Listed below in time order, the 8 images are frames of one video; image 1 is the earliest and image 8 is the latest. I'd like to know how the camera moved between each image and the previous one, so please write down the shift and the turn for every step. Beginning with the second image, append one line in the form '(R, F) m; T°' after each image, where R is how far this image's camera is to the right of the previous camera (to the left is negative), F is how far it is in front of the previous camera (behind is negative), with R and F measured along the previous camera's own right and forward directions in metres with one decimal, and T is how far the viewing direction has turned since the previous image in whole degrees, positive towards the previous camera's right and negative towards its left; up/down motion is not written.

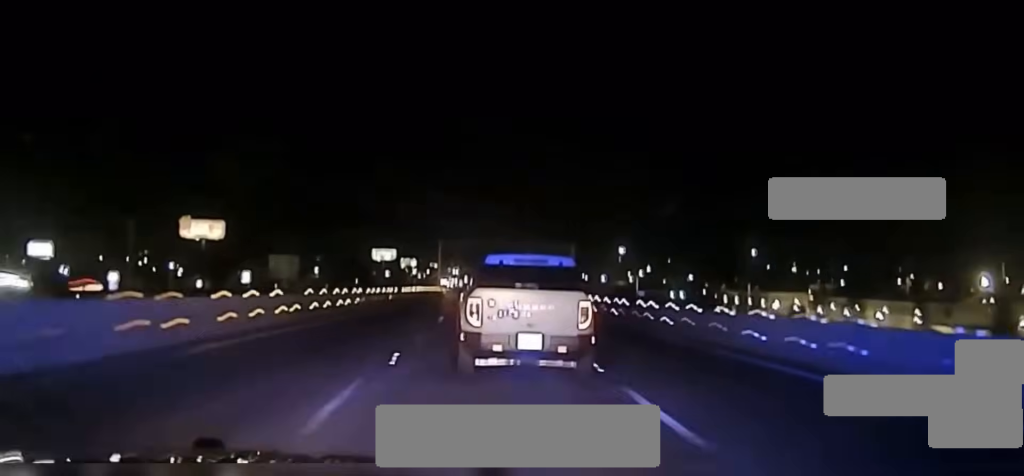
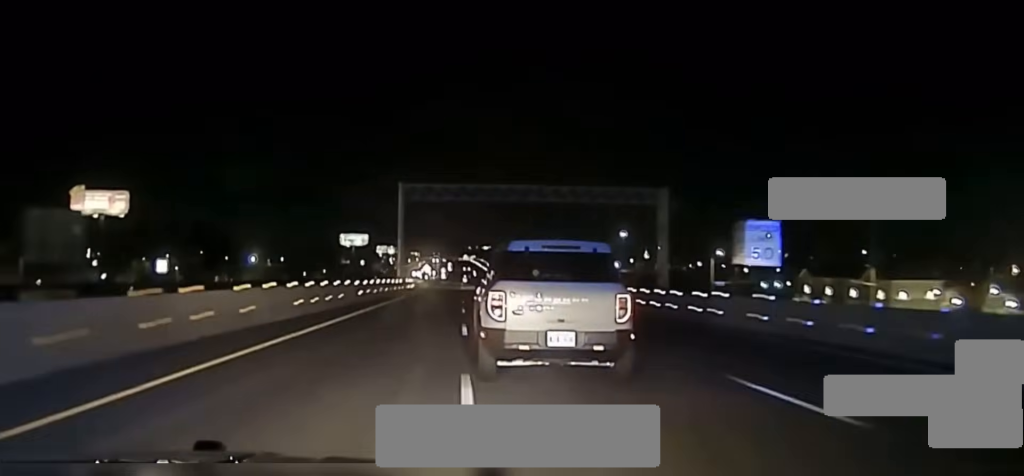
(+1.1, +72.0) m; +1°
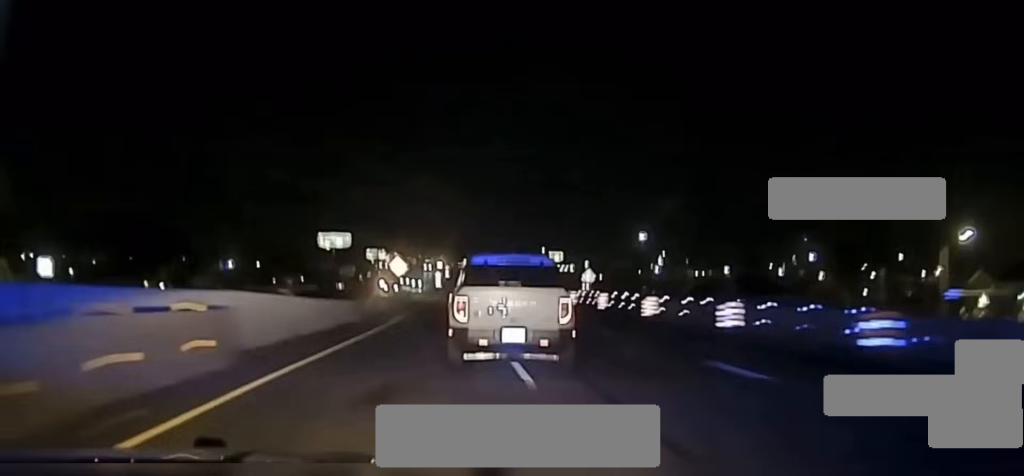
(-0.6, +70.0) m; 0°
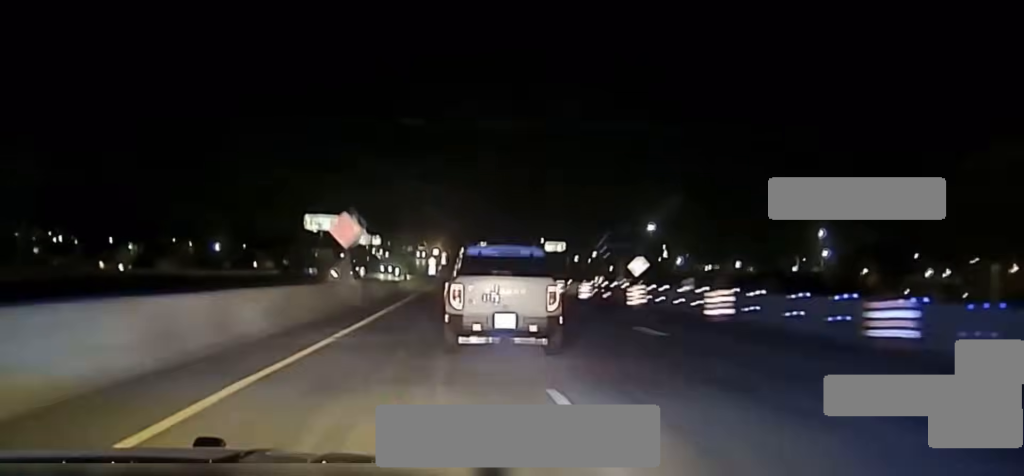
(-0.1, +28.5) m; 0°
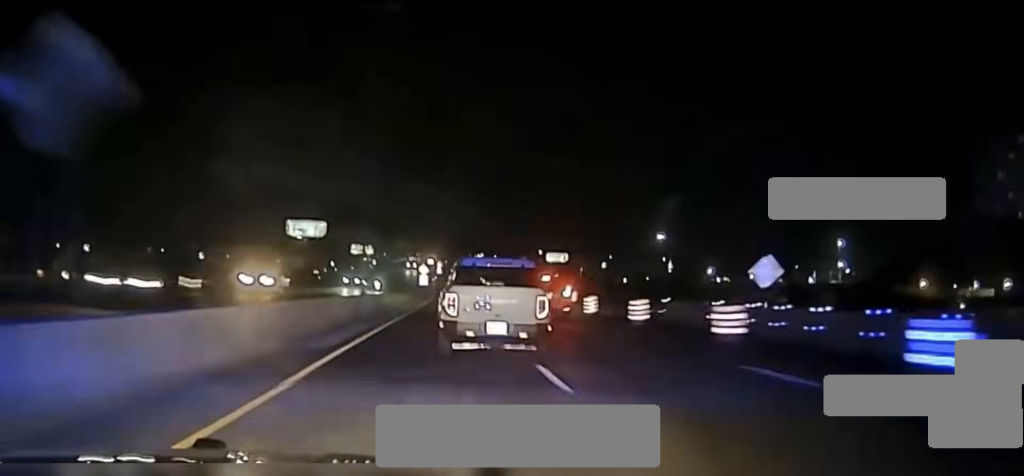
(+0.2, +32.1) m; 0°
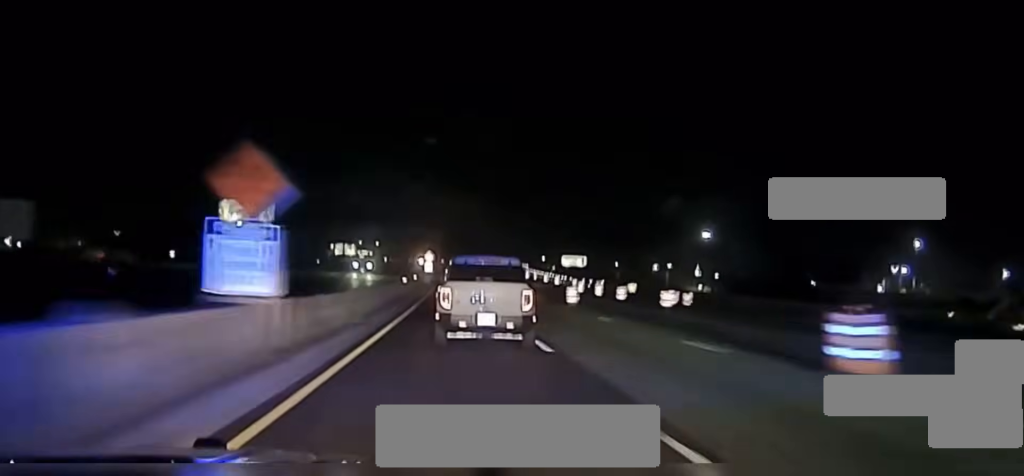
(+0.3, +91.9) m; 0°
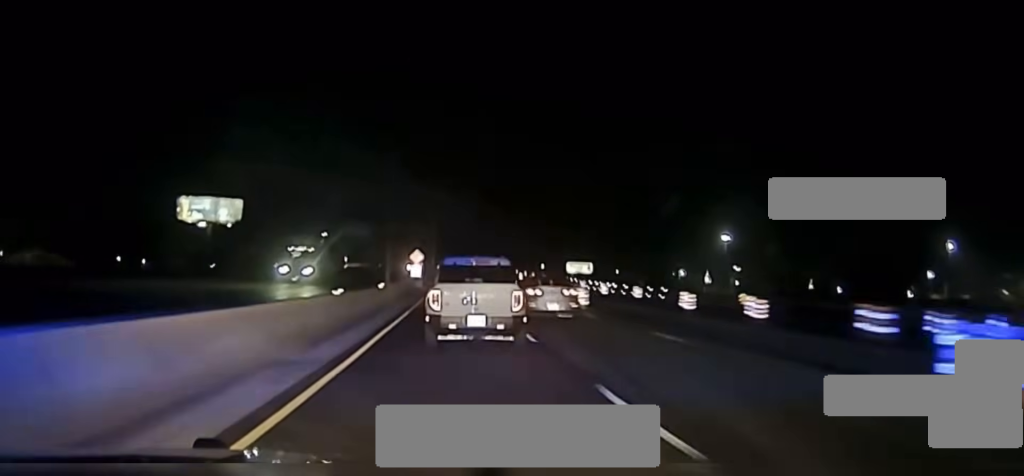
(0.0, +32.3) m; 0°
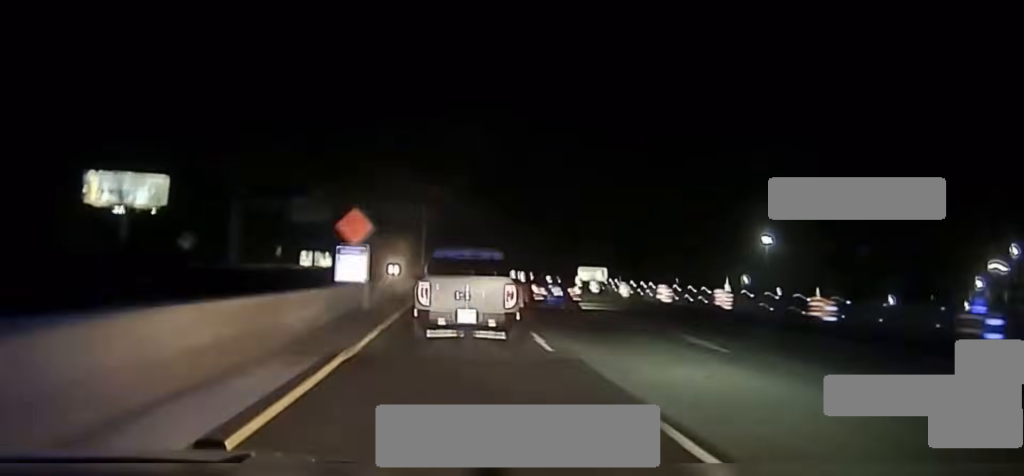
(0.0, +51.0) m; 0°
